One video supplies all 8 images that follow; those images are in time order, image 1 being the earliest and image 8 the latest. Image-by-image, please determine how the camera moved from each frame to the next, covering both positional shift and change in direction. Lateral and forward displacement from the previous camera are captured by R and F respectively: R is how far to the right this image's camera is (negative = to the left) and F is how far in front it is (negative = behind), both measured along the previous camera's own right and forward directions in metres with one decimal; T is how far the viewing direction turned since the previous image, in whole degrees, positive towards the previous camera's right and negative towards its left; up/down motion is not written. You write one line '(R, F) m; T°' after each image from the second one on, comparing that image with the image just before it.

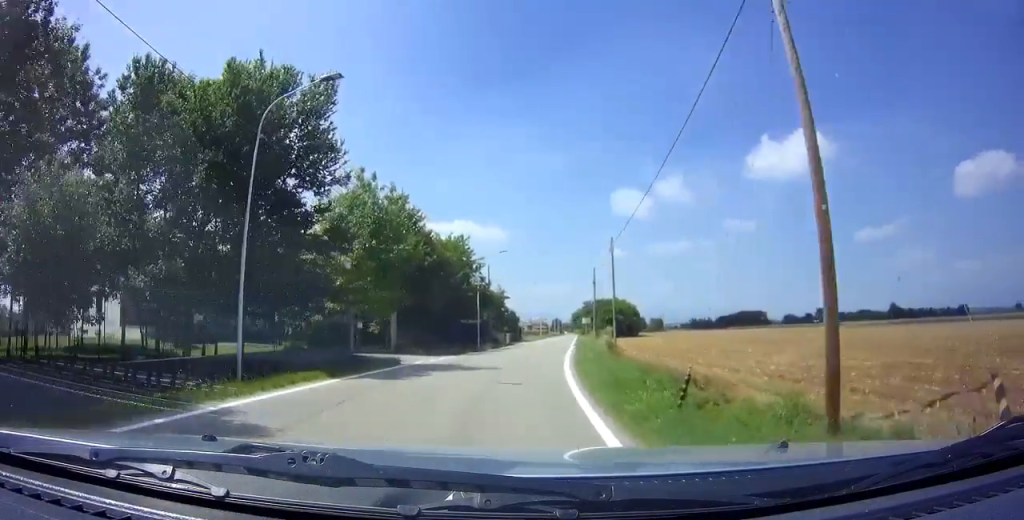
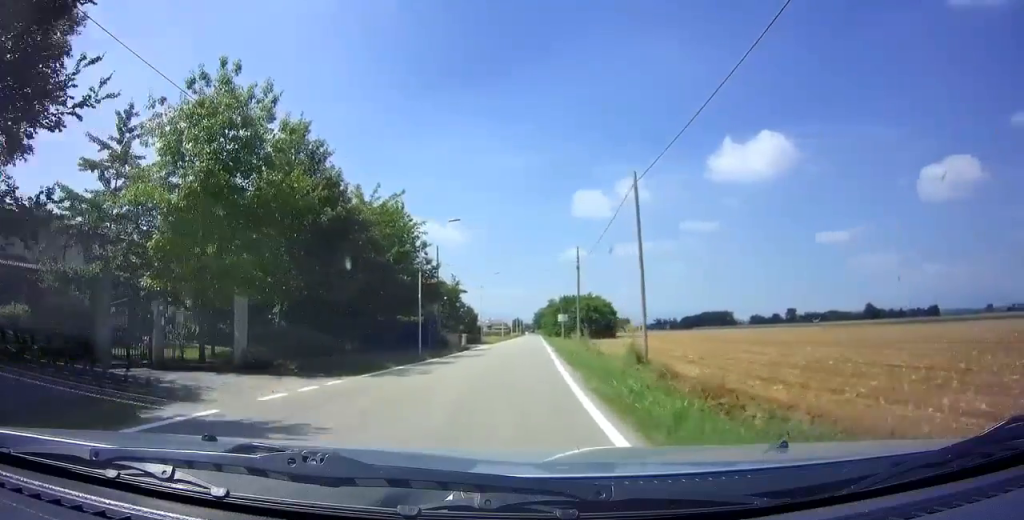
(+0.7, +12.5) m; +4°
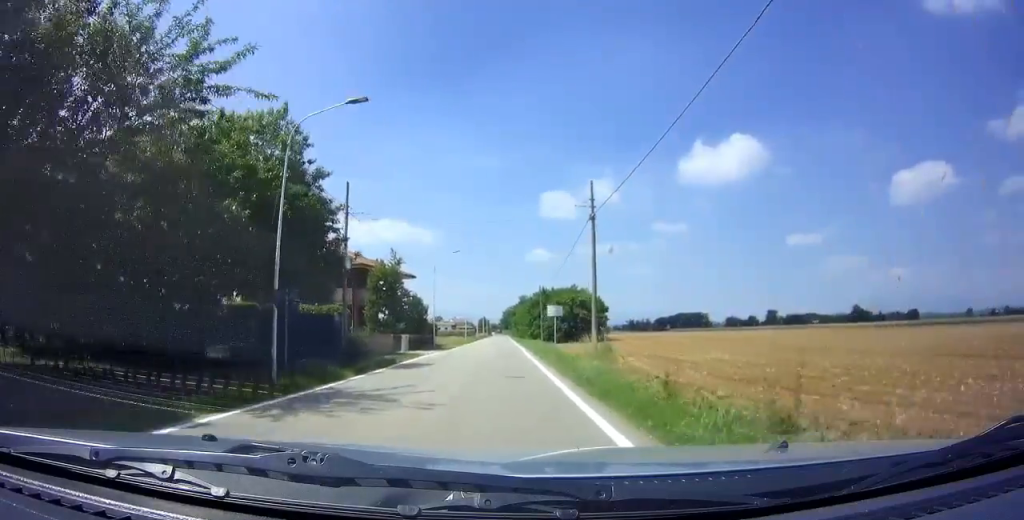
(+0.6, +16.7) m; +4°
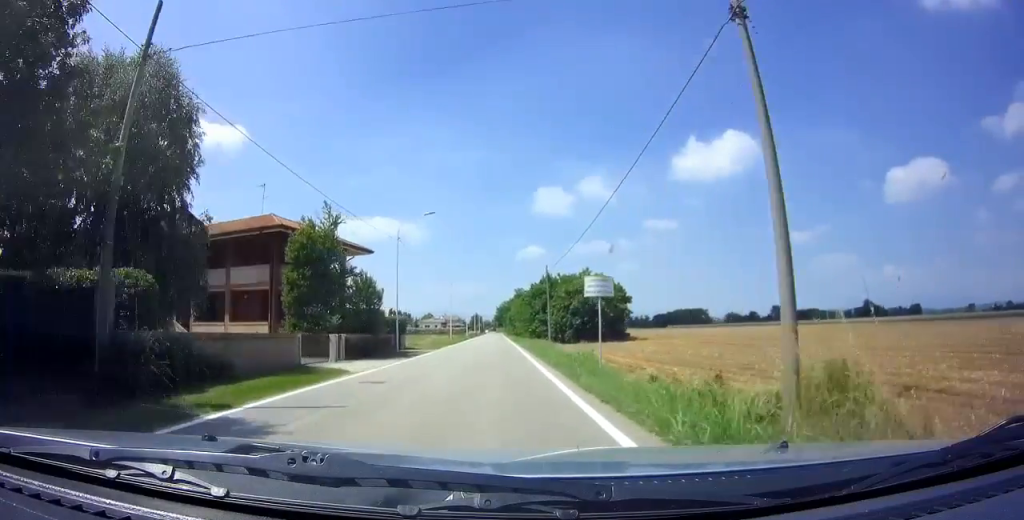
(+0.3, +15.3) m; +1°
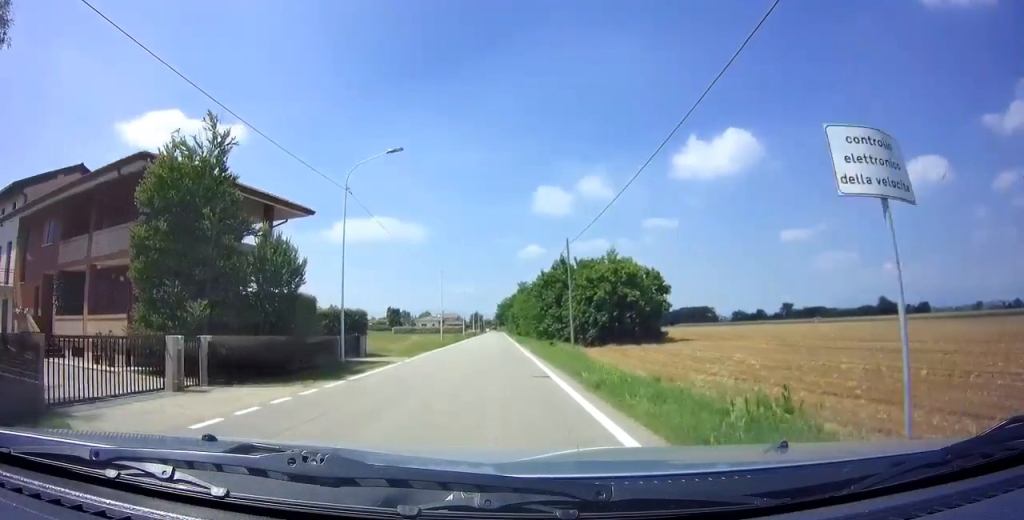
(+0.1, +11.2) m; +1°
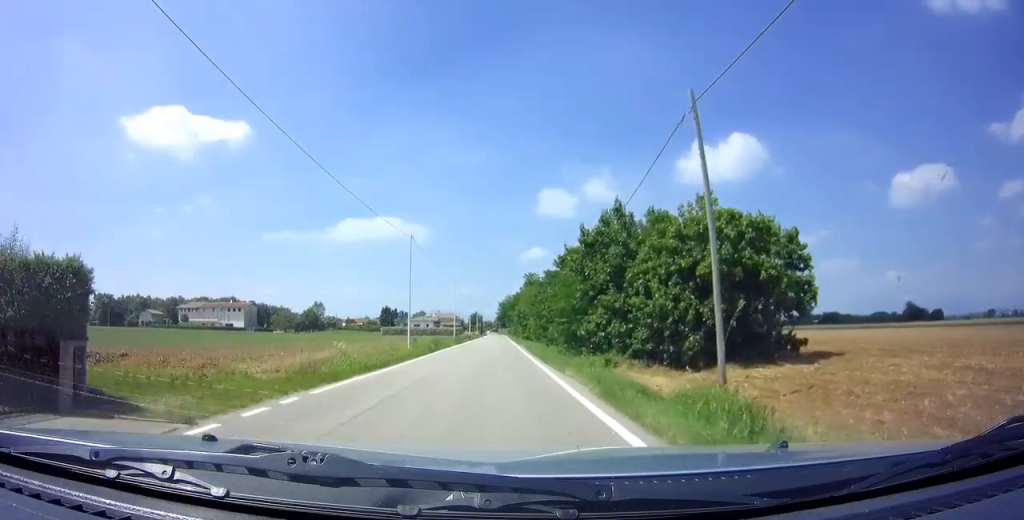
(+0.1, +19.4) m; 0°
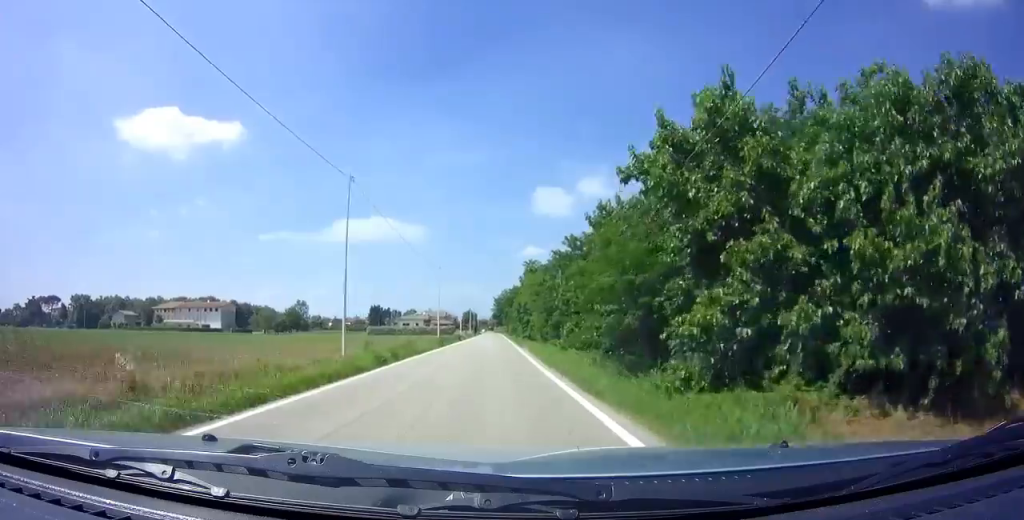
(-0.1, +12.6) m; 0°
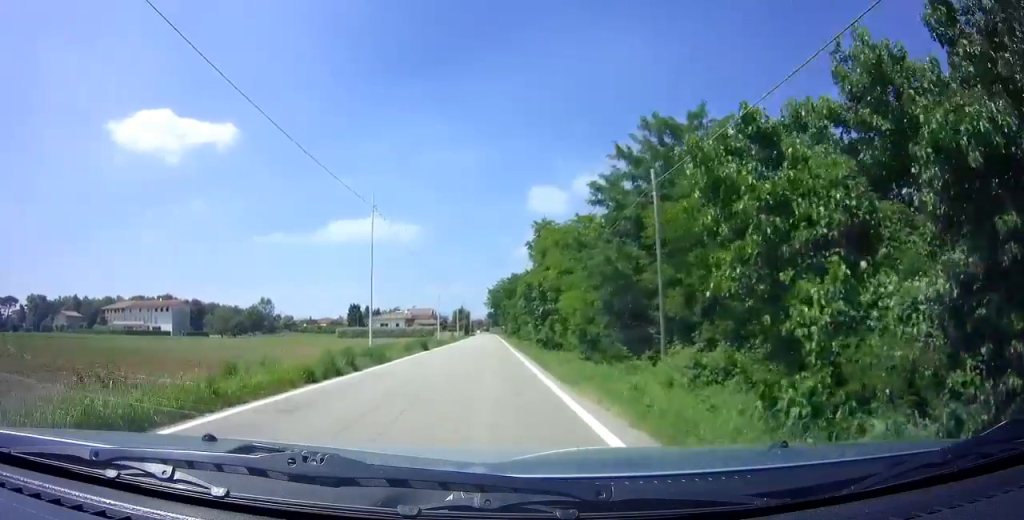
(+0.2, +25.4) m; 0°
